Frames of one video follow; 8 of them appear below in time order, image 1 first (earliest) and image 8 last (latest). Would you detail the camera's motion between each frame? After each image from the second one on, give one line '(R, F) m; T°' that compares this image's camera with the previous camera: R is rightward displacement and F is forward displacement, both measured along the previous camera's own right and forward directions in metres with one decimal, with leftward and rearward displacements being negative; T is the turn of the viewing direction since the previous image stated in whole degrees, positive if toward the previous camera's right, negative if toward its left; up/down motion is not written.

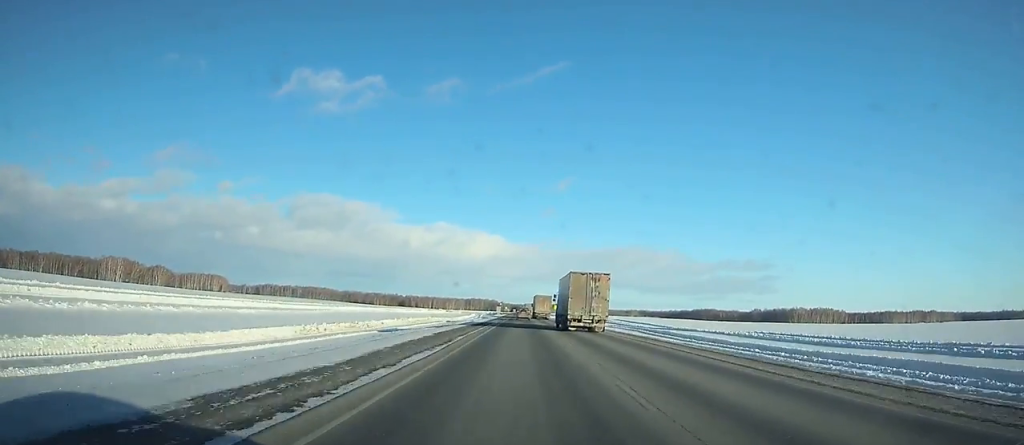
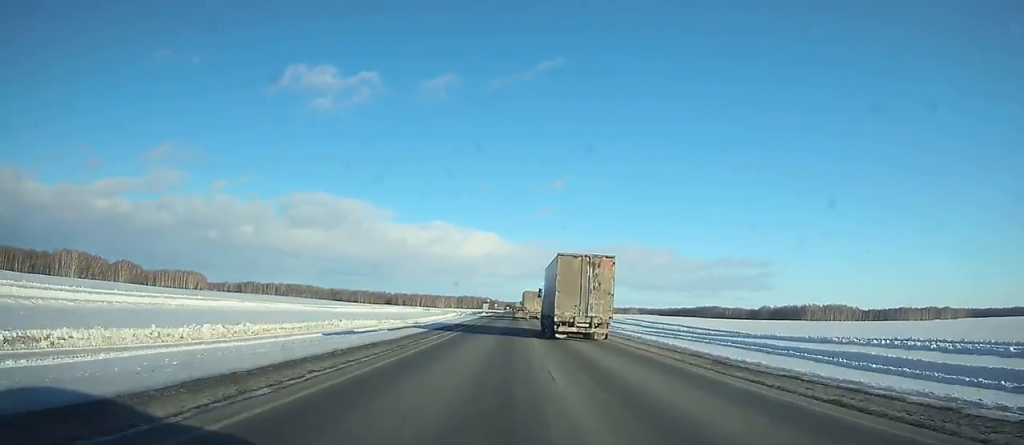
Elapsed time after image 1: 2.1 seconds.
(+0.4, +58.1) m; 0°
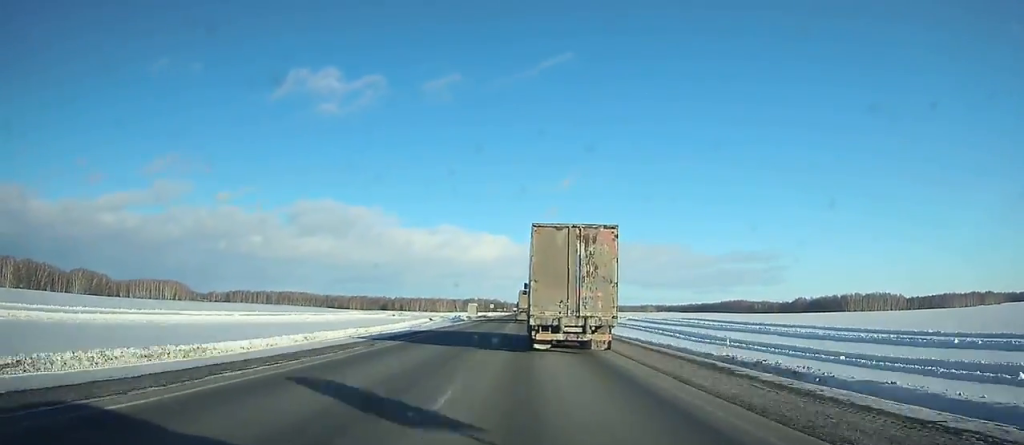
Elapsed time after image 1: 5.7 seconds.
(+0.1, +93.0) m; 0°
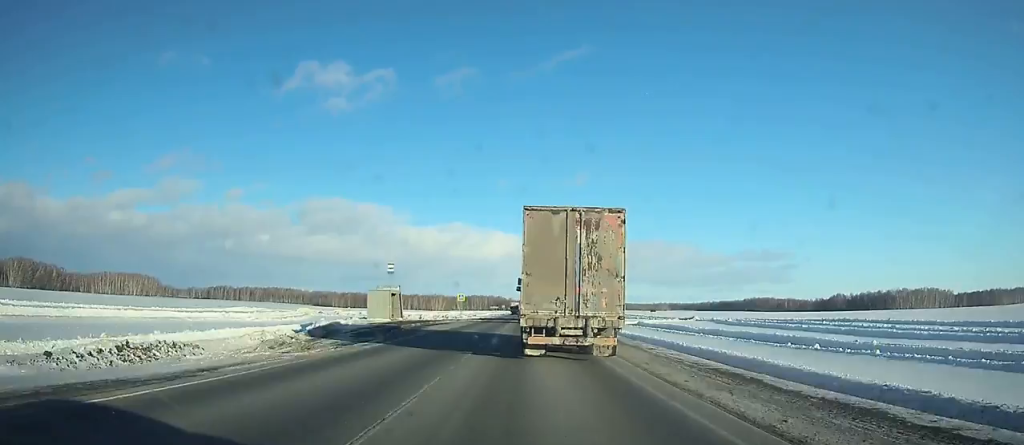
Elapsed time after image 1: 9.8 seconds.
(-1.1, +94.8) m; -1°
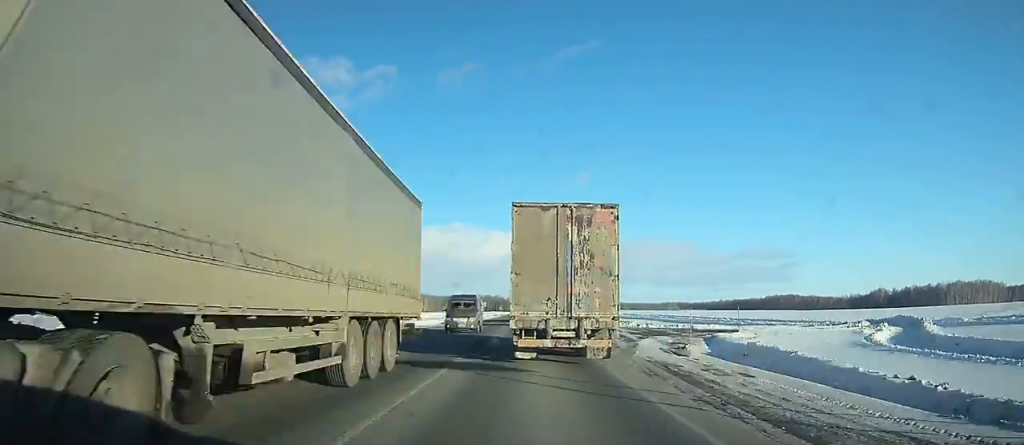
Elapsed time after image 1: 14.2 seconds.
(-0.1, +95.5) m; 0°
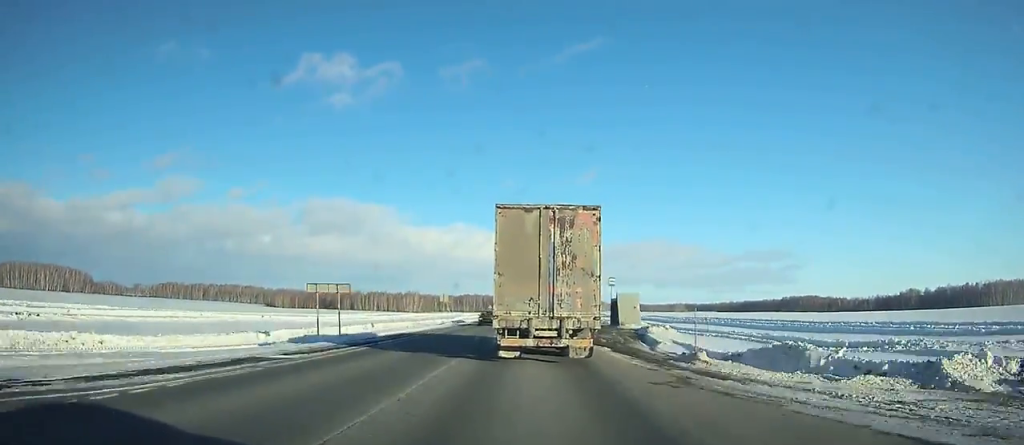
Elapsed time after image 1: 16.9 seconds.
(-0.1, +57.2) m; 0°
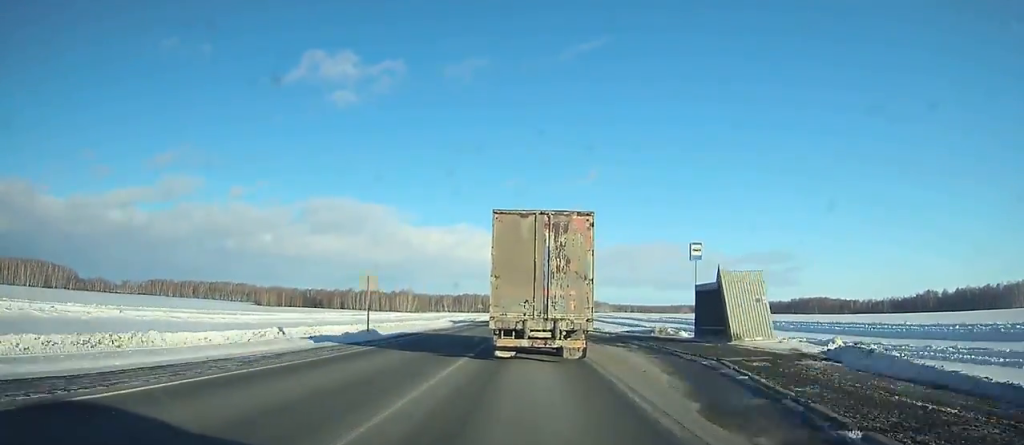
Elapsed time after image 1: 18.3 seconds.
(0.0, +29.6) m; 0°
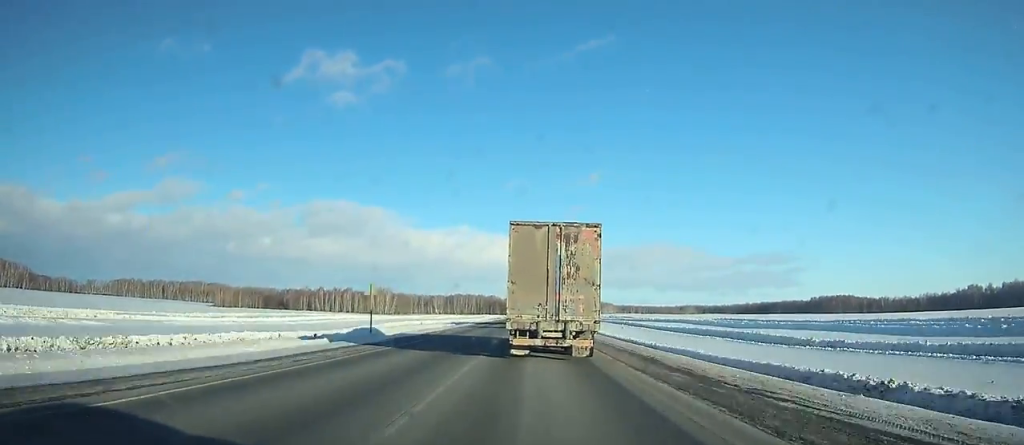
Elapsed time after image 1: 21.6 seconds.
(0.0, +70.1) m; 0°
